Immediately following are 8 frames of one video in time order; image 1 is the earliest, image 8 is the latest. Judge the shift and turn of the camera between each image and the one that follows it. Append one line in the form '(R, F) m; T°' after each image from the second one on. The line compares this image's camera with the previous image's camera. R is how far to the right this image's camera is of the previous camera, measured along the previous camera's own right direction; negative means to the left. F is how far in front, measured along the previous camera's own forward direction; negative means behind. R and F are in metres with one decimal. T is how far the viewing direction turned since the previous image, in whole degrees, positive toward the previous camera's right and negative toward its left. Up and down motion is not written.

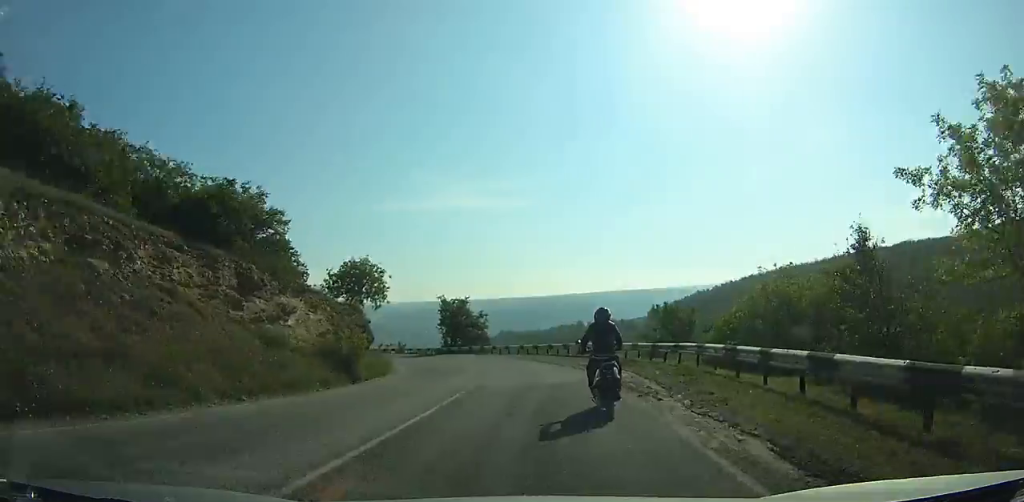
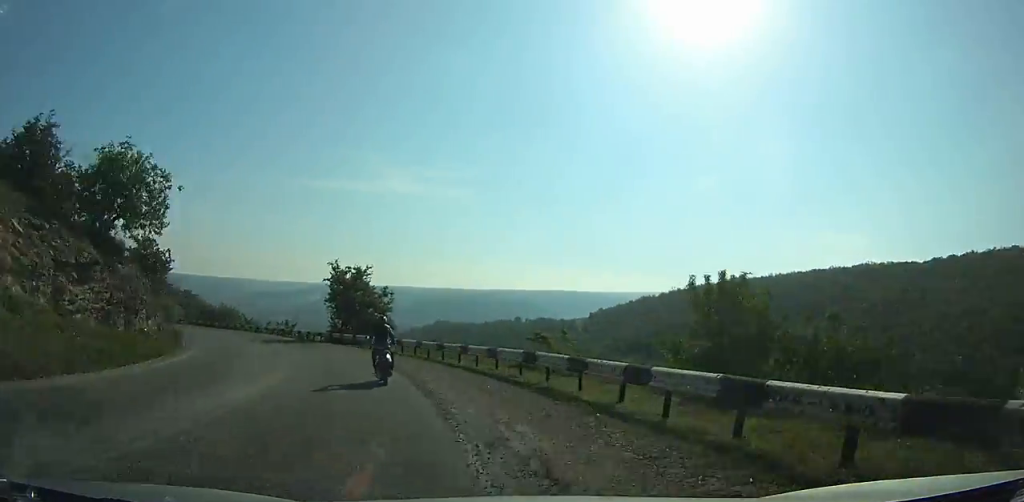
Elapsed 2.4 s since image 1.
(+2.4, +15.7) m; +7°
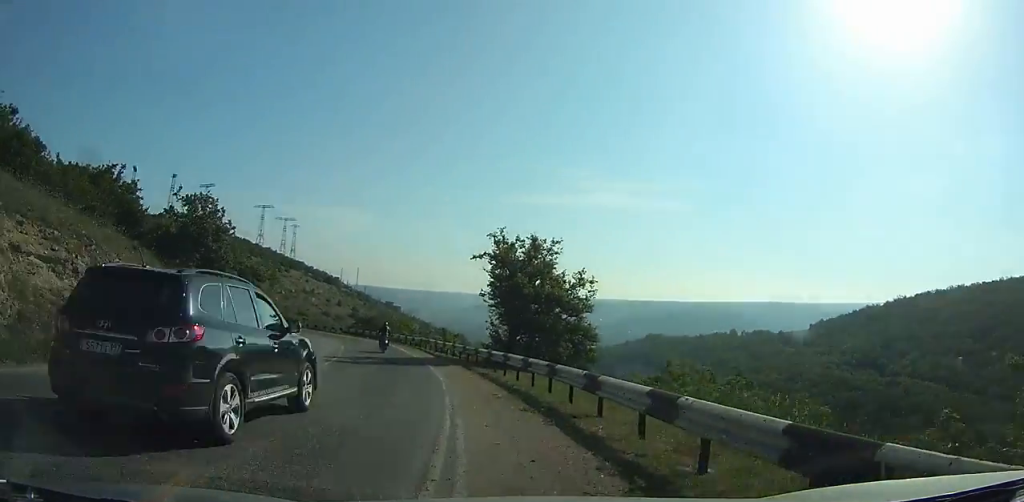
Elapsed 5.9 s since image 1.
(-0.3, +19.7) m; -7°
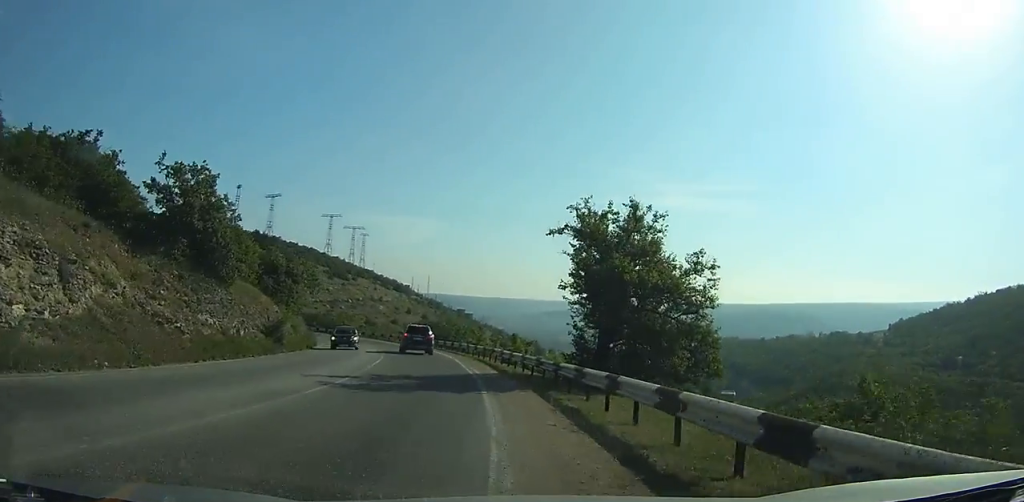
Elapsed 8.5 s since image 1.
(-1.0, +13.7) m; -9°
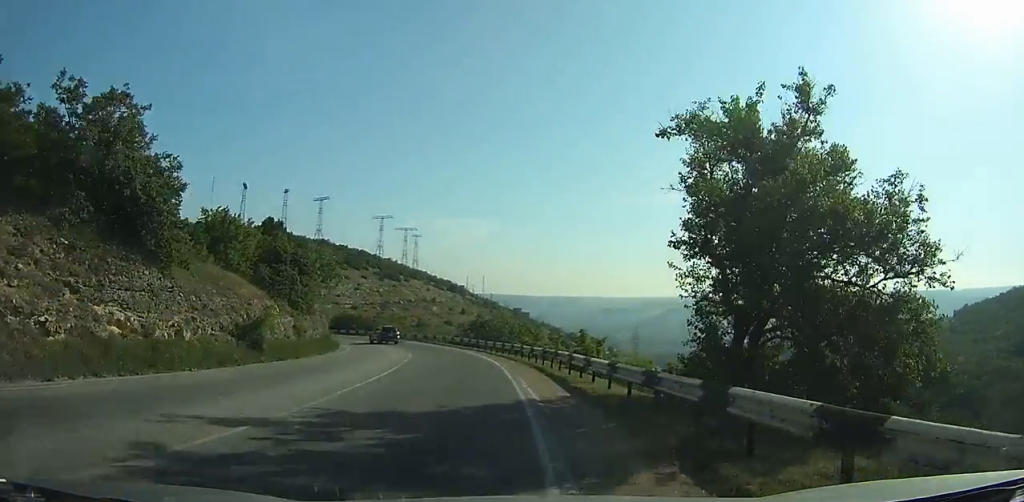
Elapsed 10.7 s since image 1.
(-0.9, +12.8) m; -8°
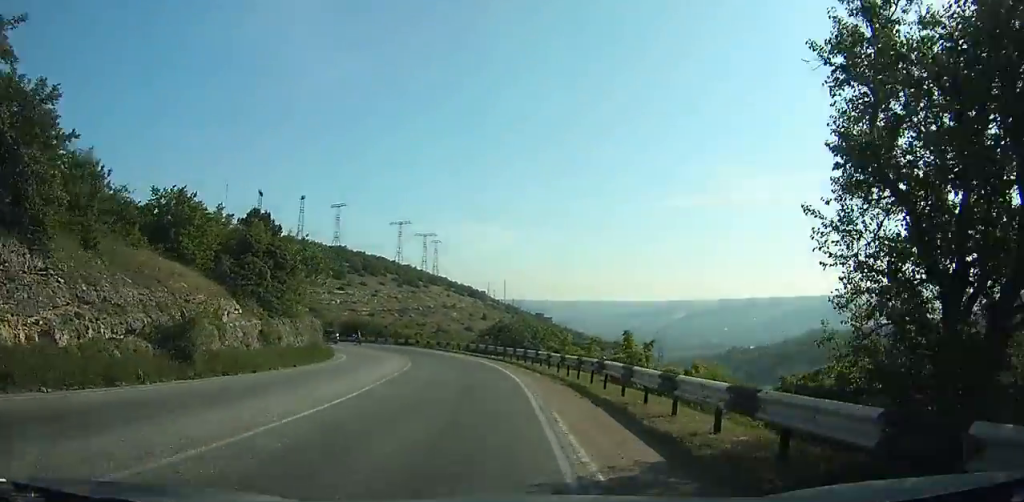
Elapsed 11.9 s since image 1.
(-0.3, +7.8) m; -4°
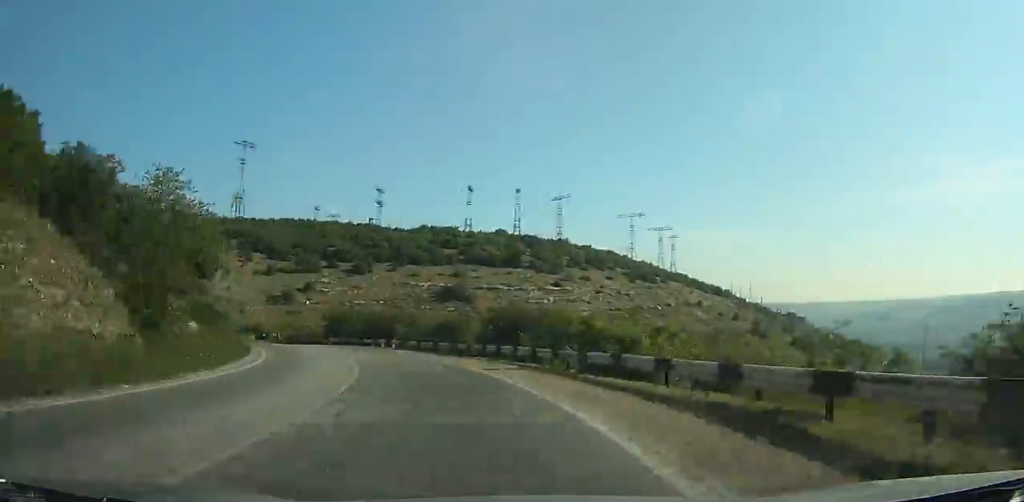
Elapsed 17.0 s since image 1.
(-9.3, +39.3) m; -27°
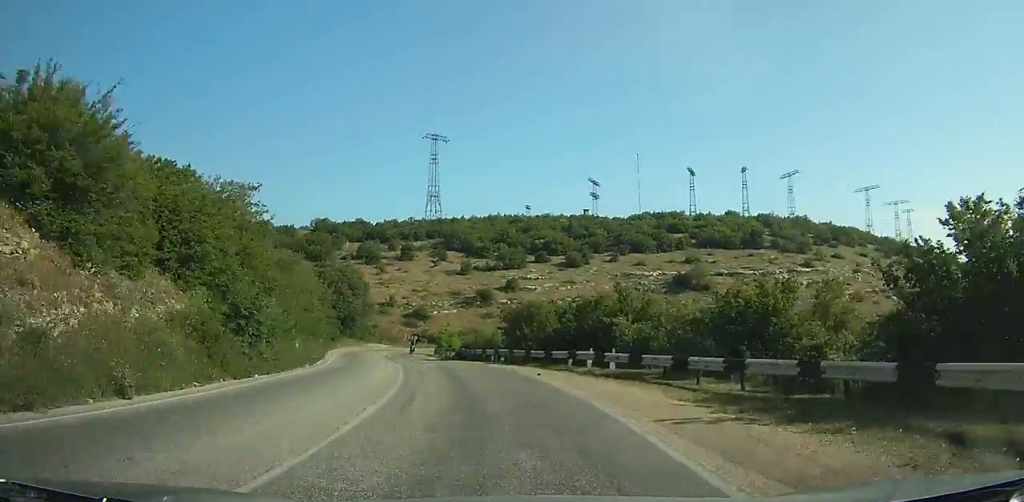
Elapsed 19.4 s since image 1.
(-2.8, +22.3) m; -6°
